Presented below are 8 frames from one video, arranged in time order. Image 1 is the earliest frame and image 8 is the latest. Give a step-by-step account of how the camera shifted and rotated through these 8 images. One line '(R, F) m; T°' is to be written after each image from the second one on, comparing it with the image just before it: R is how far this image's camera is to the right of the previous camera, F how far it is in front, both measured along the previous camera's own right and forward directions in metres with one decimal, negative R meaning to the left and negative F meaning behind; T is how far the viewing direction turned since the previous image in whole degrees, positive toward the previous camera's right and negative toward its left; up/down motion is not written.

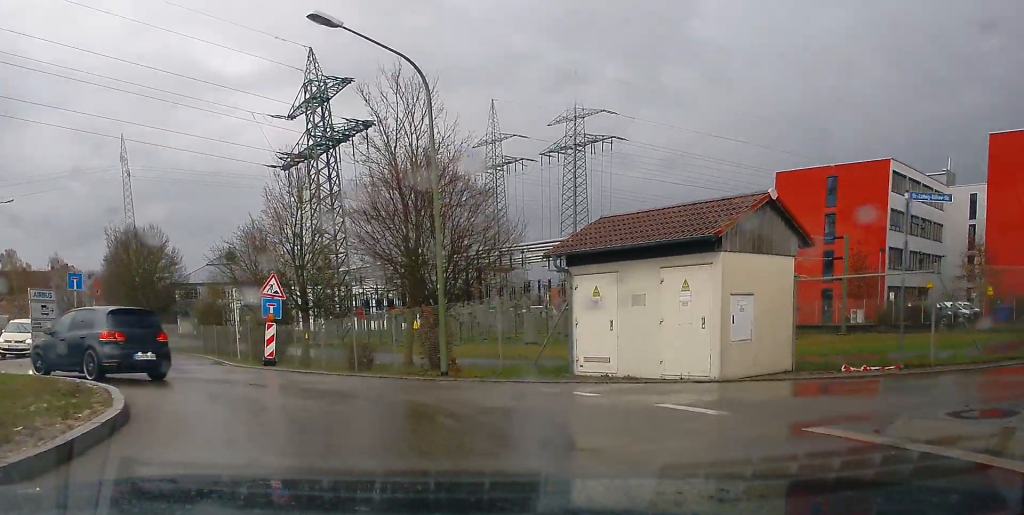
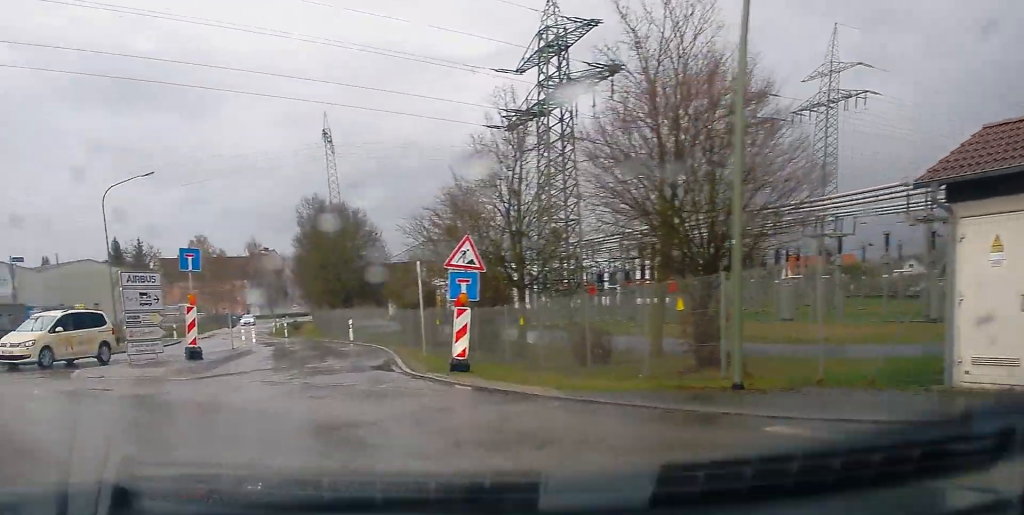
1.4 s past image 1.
(-0.8, +5.5) m; -17°
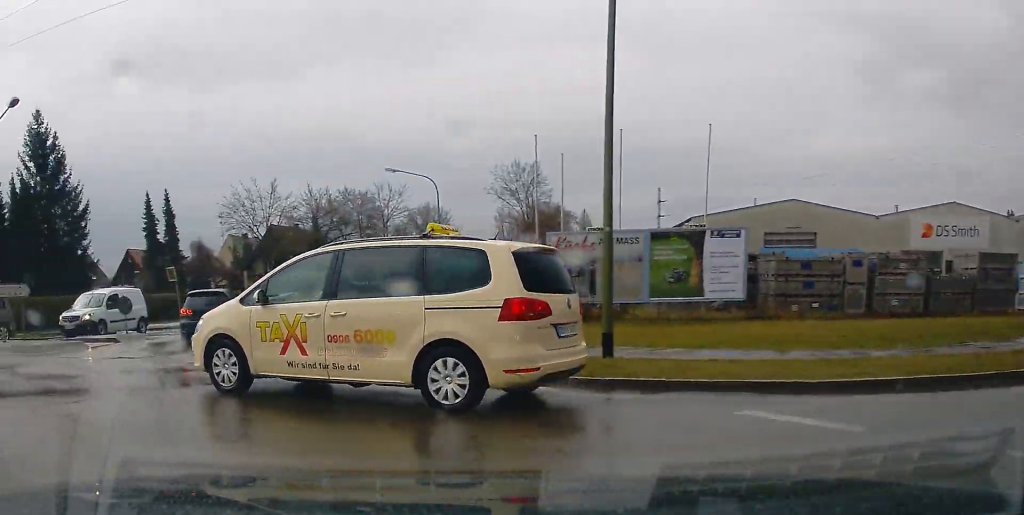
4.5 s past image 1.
(-4.4, +10.4) m; -55°
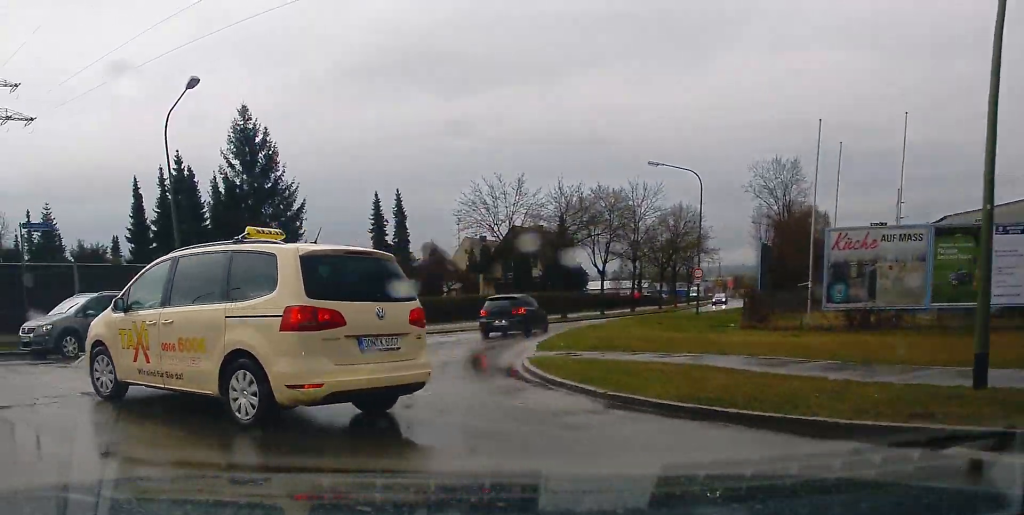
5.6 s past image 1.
(-1.0, +4.1) m; -8°
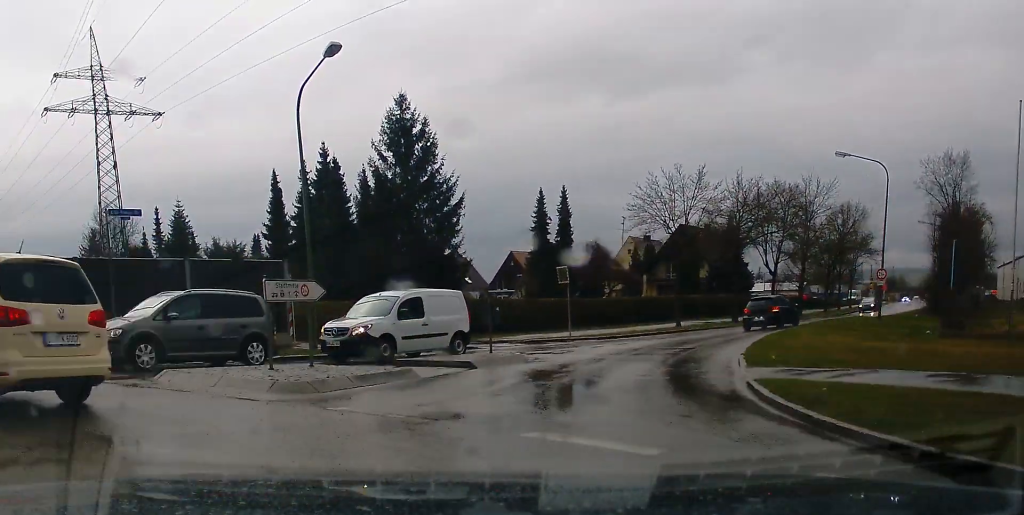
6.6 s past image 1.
(-1.4, +4.8) m; -4°
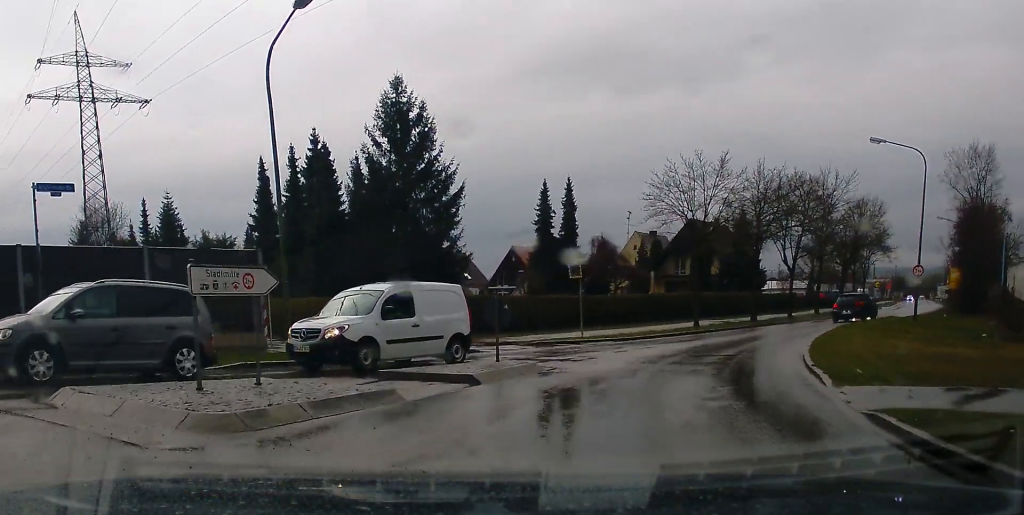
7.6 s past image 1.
(-0.1, +5.1) m; +2°
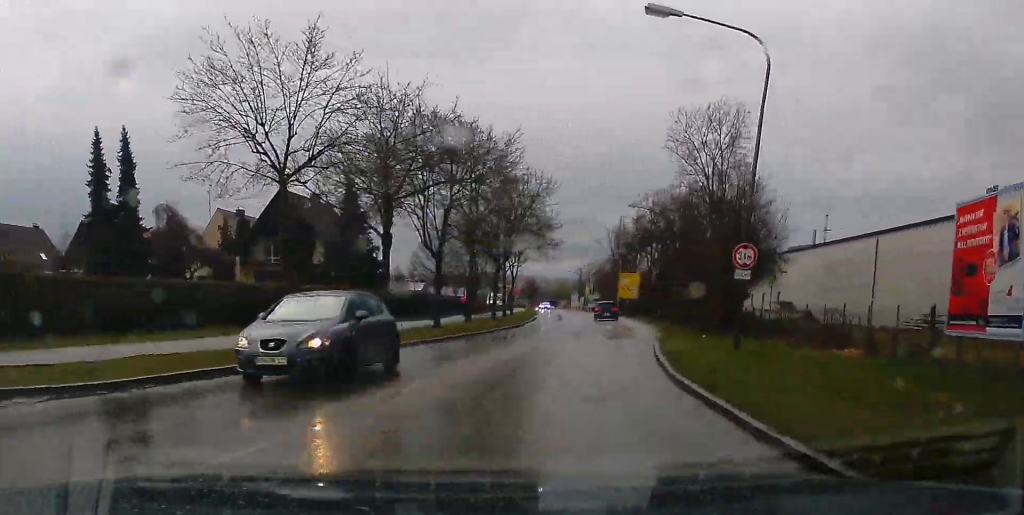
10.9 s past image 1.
(+4.6, +21.2) m; +20°
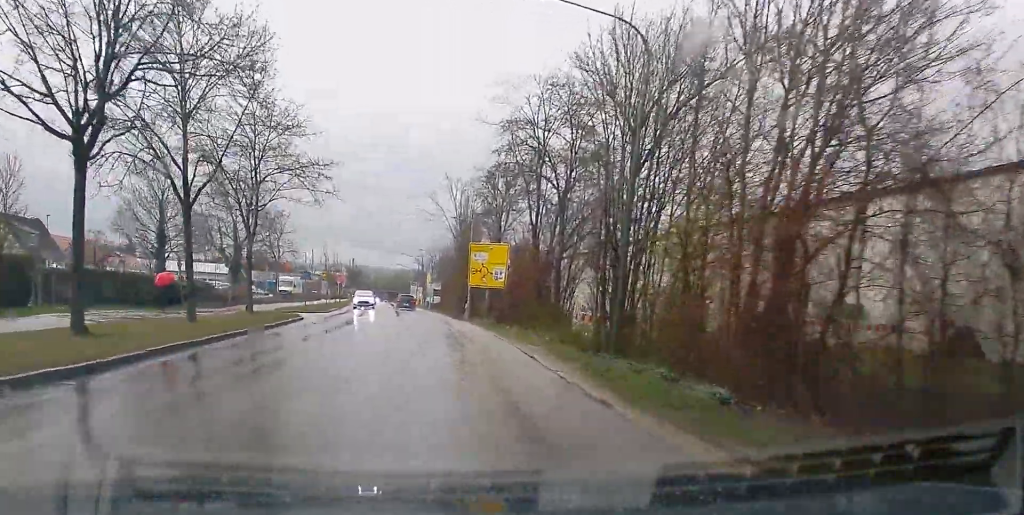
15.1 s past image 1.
(+3.6, +42.1) m; +4°
